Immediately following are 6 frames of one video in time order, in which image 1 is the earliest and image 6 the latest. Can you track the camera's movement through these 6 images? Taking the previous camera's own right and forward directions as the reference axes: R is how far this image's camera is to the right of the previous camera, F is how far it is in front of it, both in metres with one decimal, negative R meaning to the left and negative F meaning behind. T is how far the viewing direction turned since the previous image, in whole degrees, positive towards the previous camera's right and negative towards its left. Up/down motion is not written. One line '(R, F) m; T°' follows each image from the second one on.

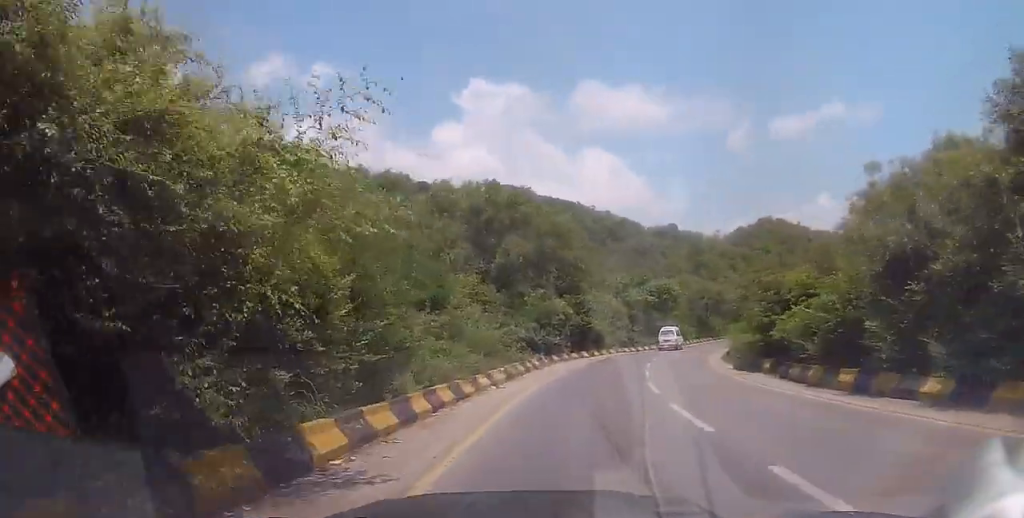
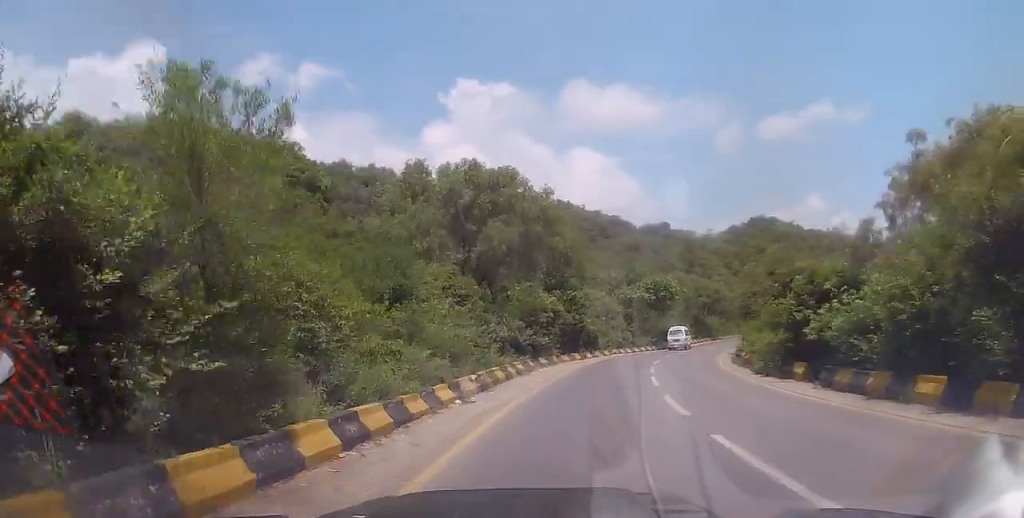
(+0.1, +4.0) m; +2°
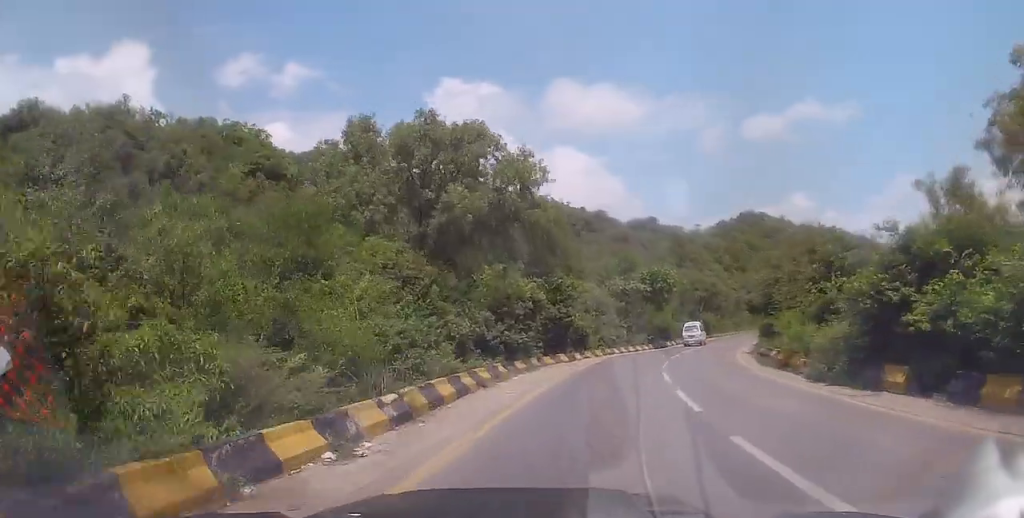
(+0.2, +6.5) m; +3°
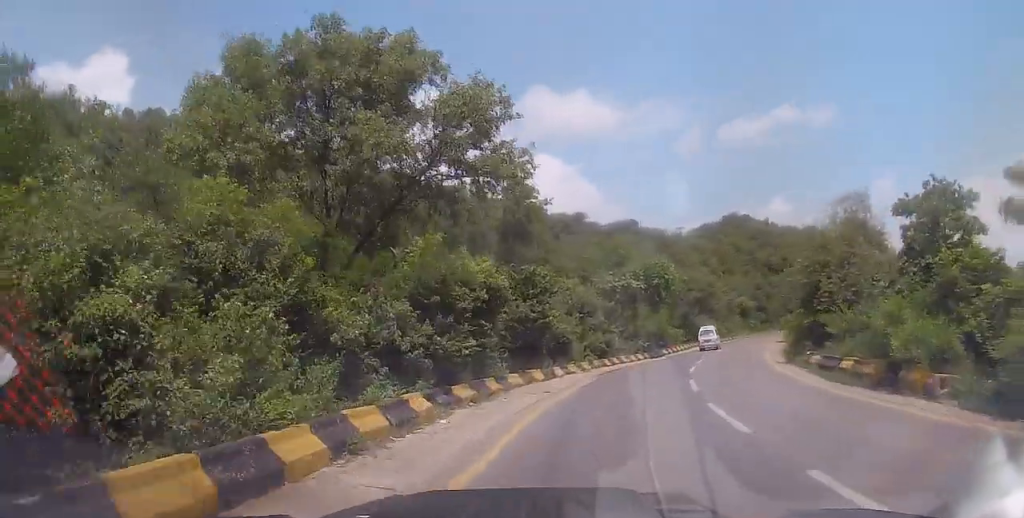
(+0.3, +8.3) m; +2°
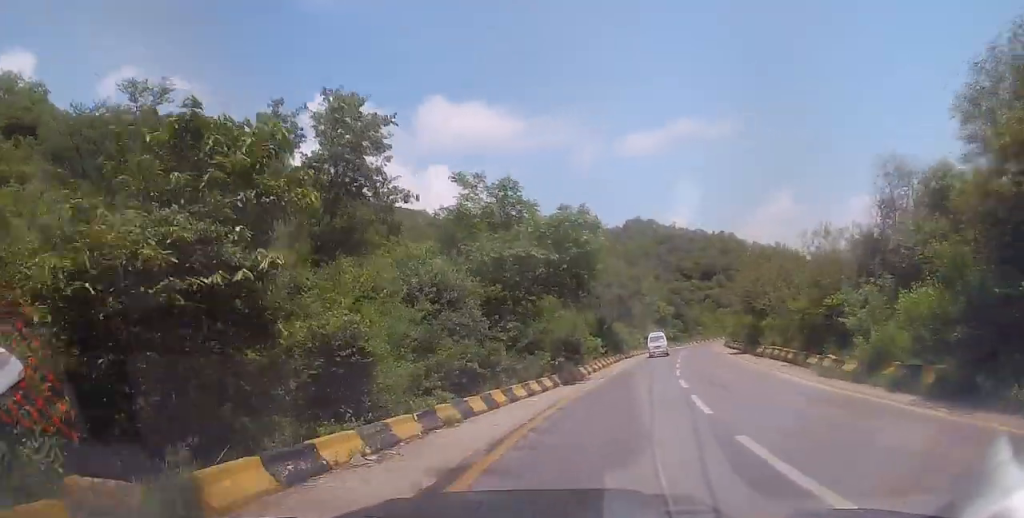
(+0.6, +16.6) m; +8°
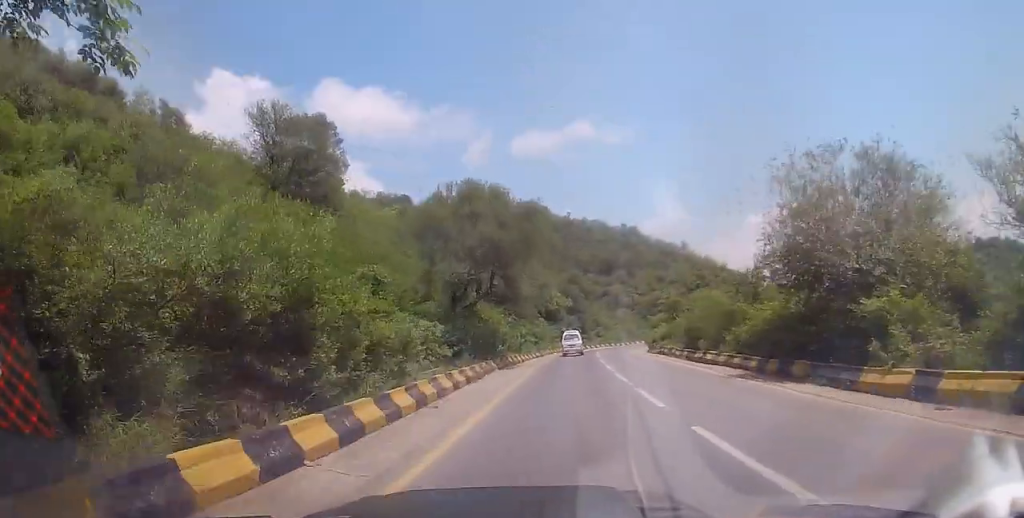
(+2.6, +24.4) m; +7°
